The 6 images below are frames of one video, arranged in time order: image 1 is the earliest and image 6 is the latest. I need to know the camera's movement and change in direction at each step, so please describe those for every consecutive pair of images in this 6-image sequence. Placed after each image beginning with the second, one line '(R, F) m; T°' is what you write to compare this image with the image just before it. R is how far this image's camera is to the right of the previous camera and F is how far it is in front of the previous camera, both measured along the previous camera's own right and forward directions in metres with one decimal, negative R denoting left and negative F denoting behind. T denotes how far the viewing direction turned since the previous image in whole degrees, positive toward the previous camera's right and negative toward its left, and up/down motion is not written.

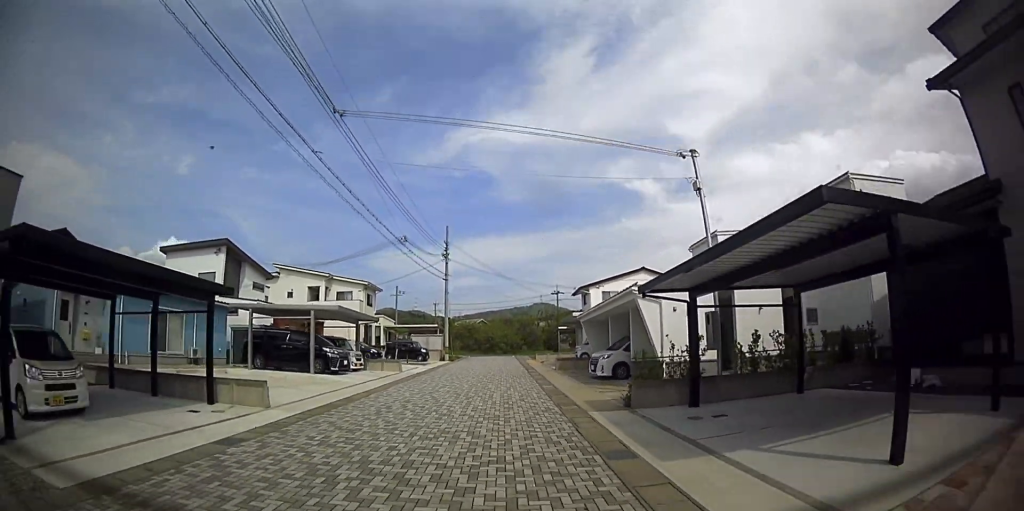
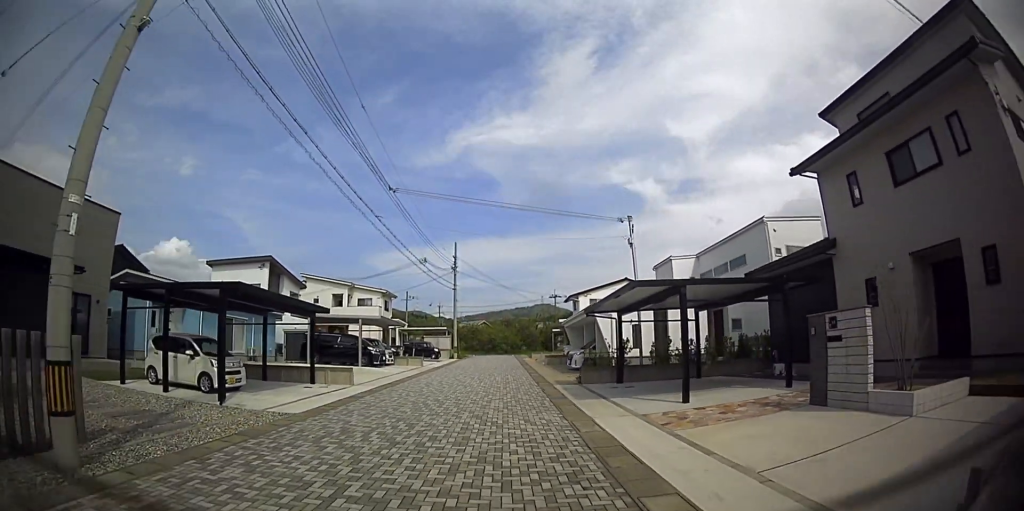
(+0.6, +5.2) m; +12°
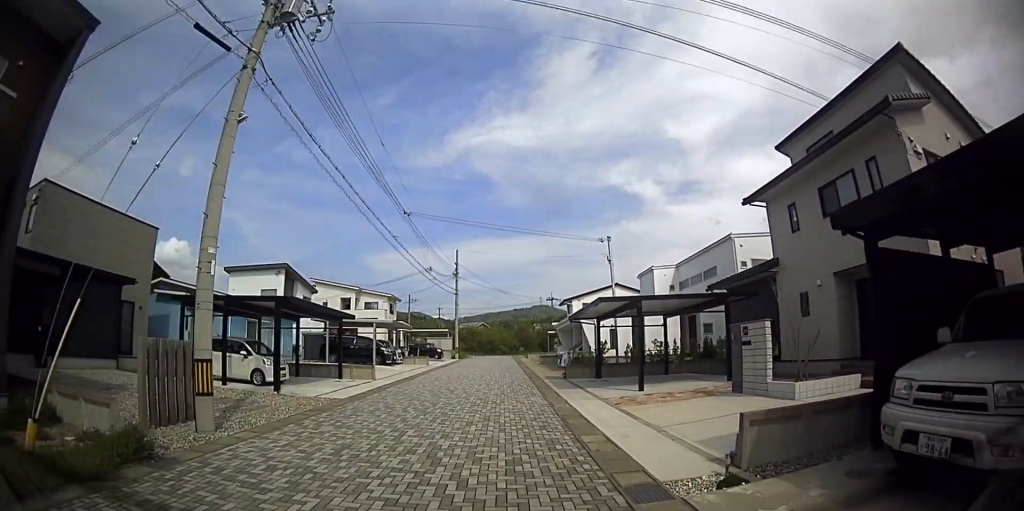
(+1.0, +2.9) m; +1°
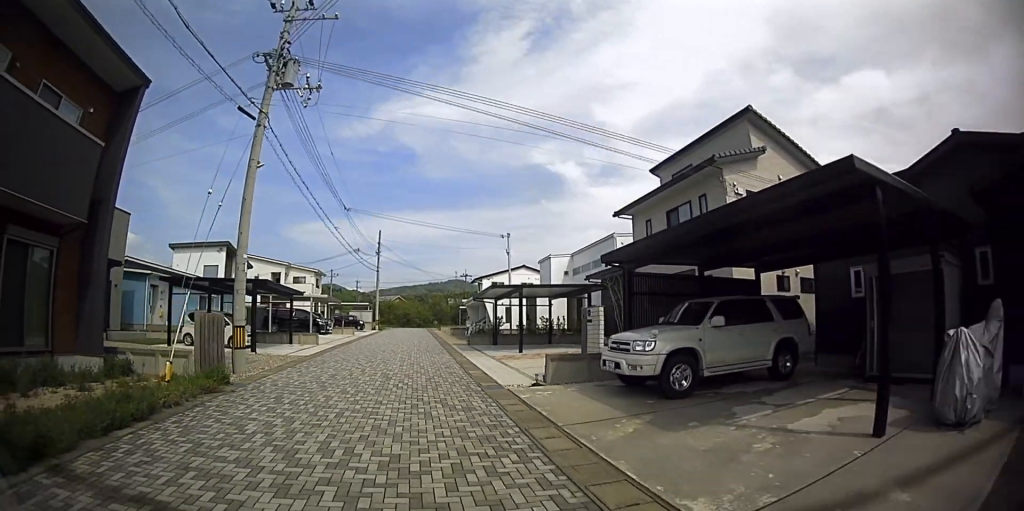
(-1.9, +5.9) m; -2°
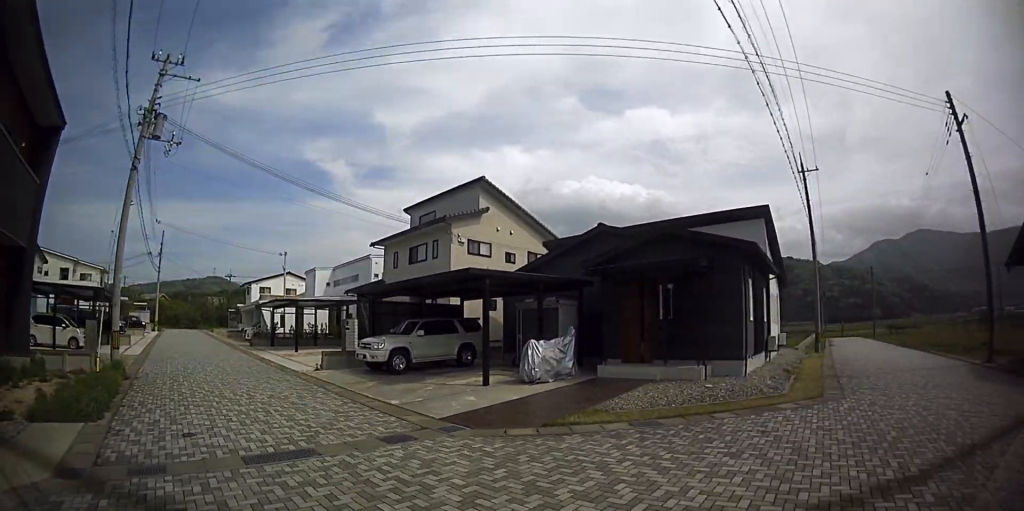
(+2.3, +5.4) m; +41°
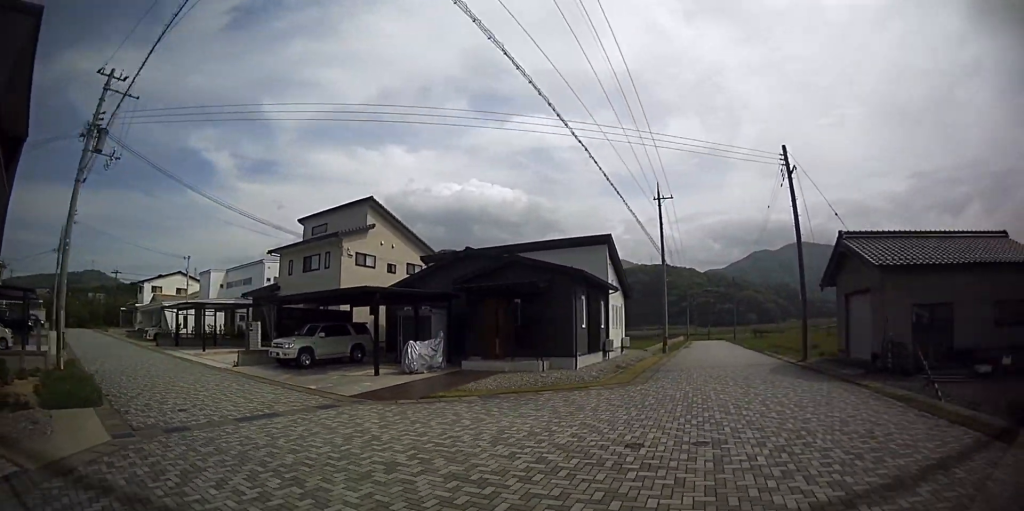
(0.0, +3.2) m; +15°
